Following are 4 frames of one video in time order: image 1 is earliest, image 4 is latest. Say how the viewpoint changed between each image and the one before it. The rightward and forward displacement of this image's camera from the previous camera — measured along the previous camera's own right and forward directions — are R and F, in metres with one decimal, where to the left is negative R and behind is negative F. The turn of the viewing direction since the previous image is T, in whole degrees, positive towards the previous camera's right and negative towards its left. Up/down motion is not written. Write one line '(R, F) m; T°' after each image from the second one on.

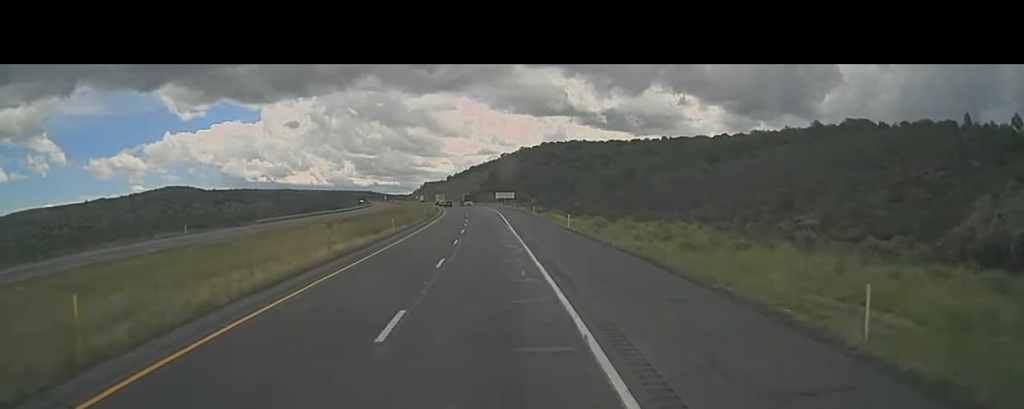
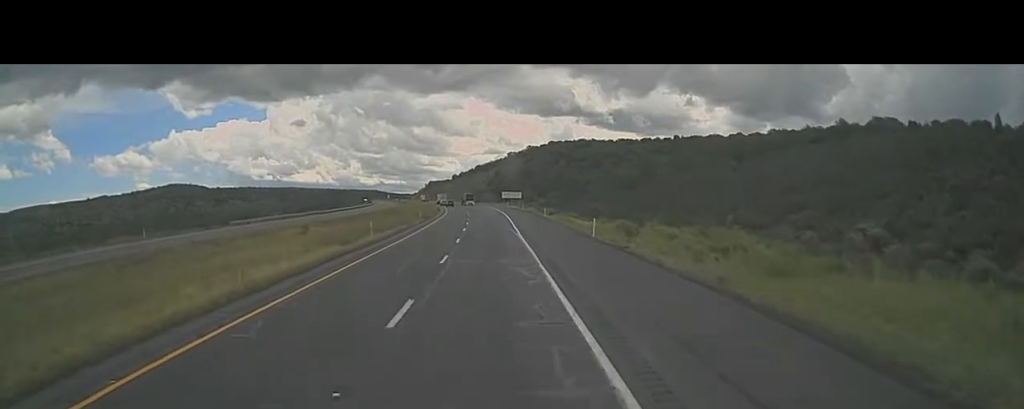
(-0.4, +10.9) m; 0°
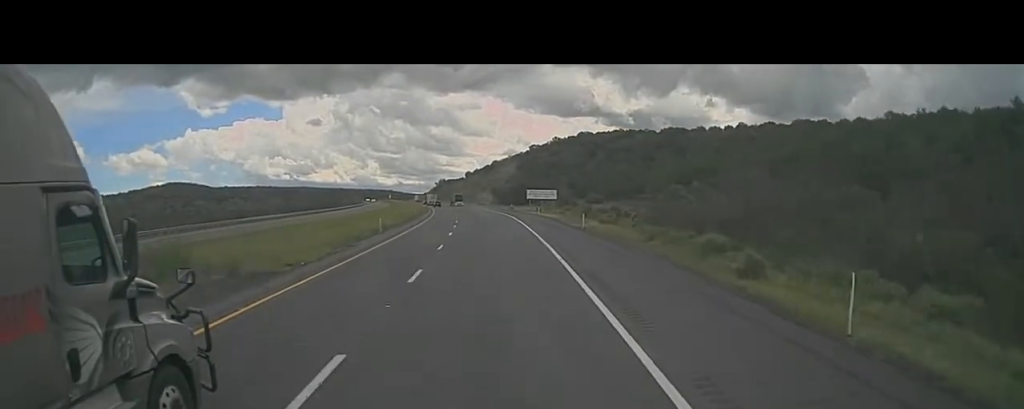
(-0.7, +66.6) m; -2°
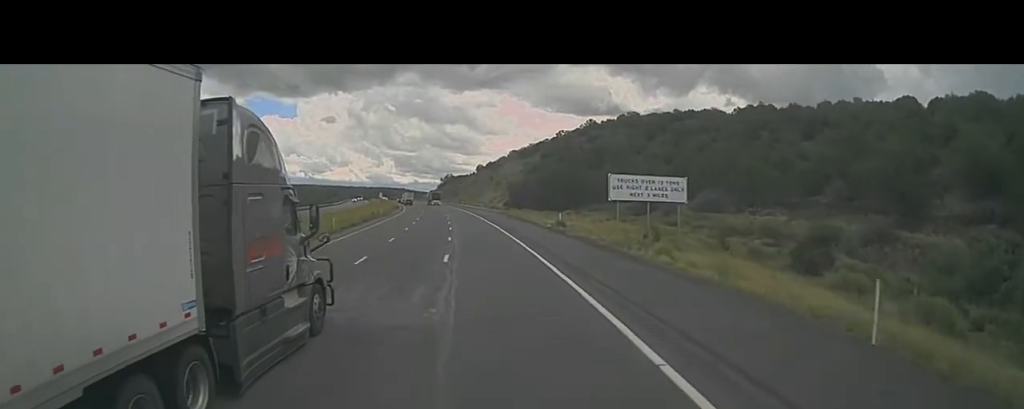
(-1.0, +79.8) m; -2°
